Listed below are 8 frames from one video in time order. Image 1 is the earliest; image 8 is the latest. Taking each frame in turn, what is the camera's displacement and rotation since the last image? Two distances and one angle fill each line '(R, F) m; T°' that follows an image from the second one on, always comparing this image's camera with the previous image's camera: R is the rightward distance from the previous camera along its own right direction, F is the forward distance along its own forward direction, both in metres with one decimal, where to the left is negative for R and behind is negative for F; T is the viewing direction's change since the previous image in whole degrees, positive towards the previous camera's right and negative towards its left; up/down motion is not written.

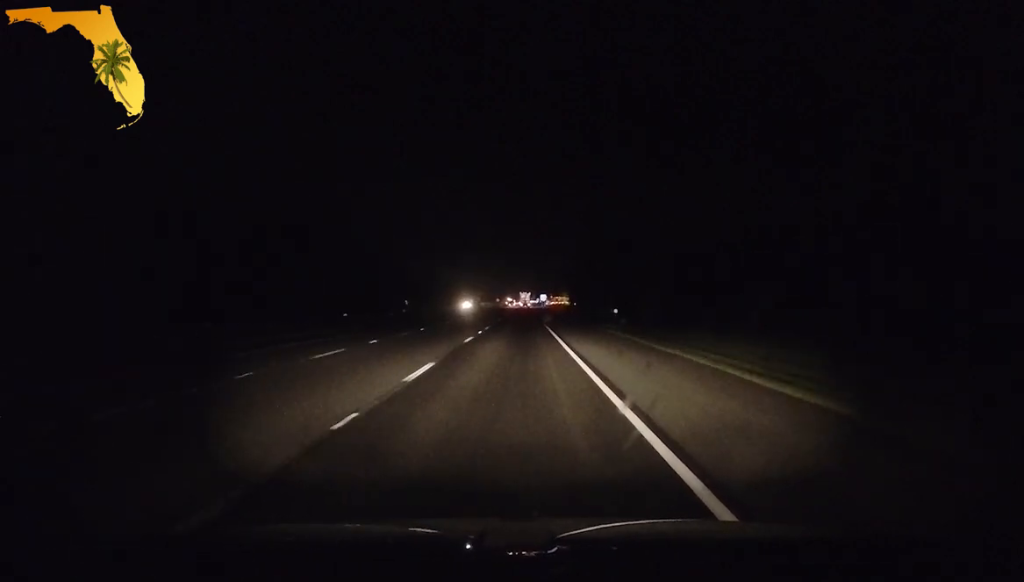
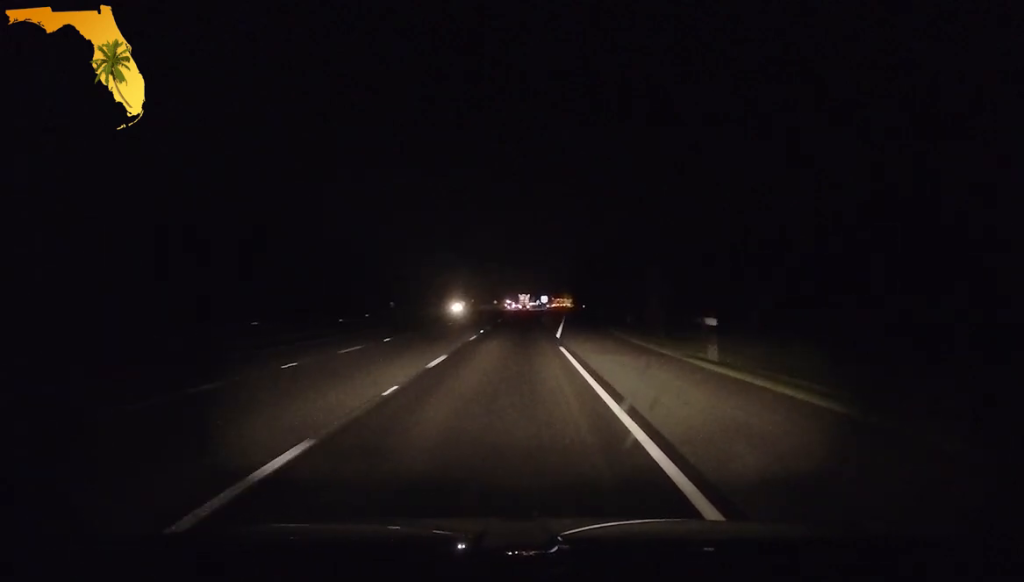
(0.0, +21.4) m; 0°
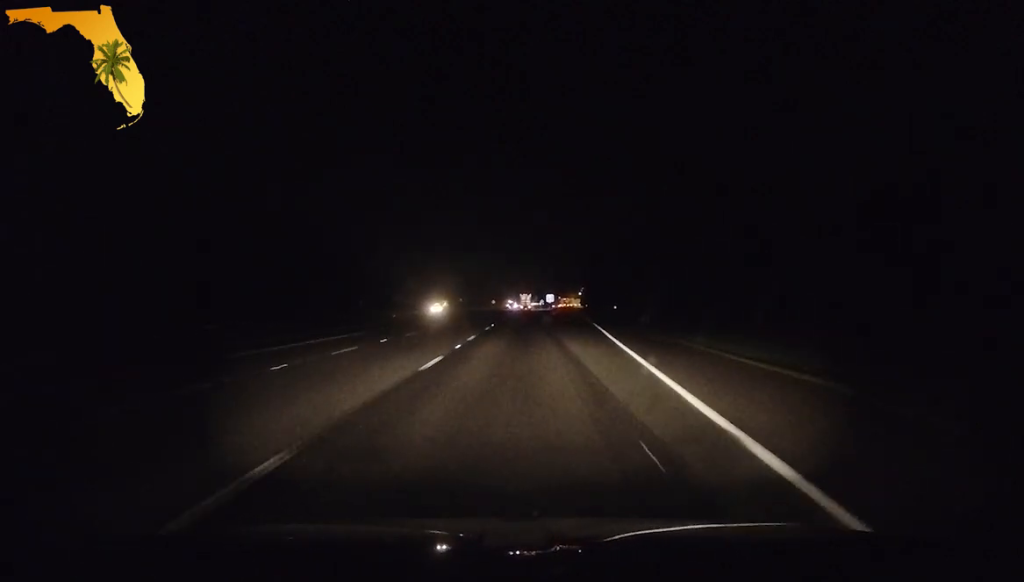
(0.0, +37.4) m; 0°
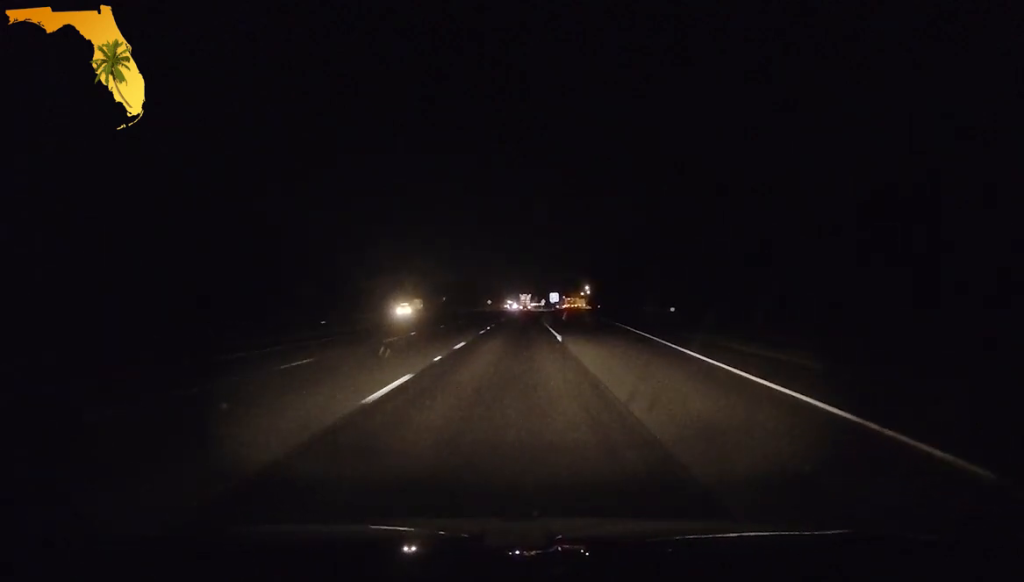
(0.0, +29.5) m; 0°
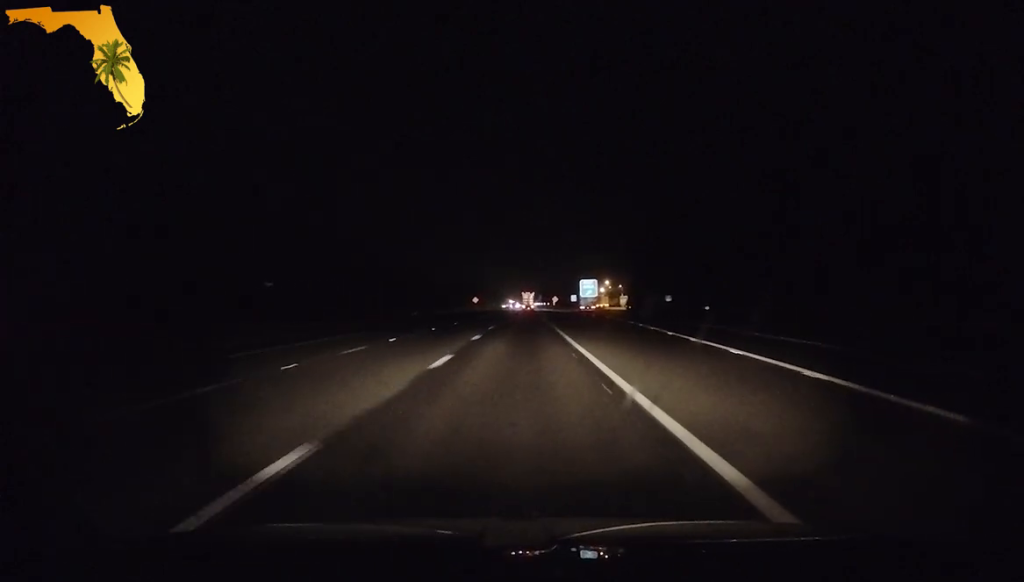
(0.0, +80.5) m; 0°
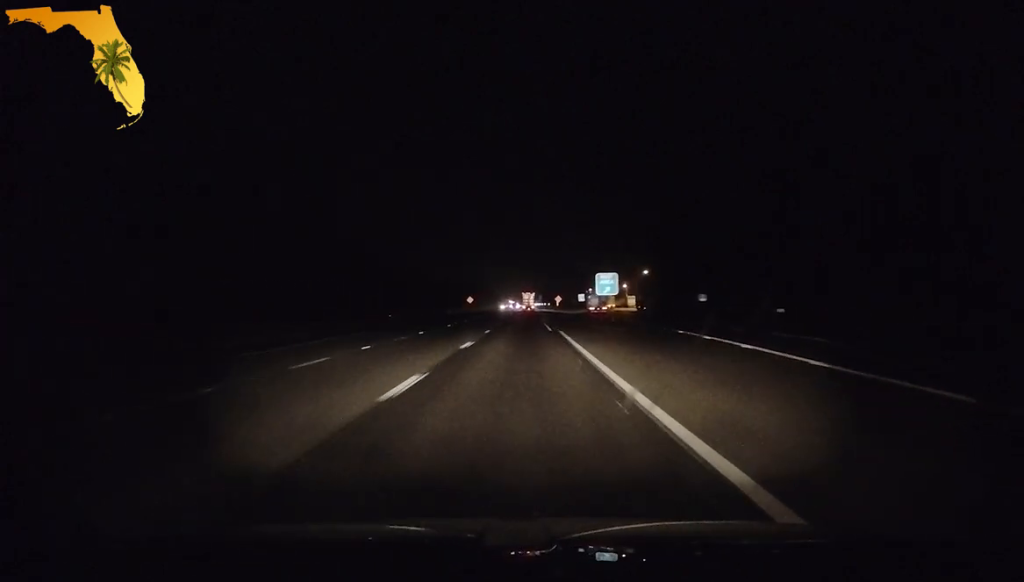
(0.0, +17.0) m; 0°
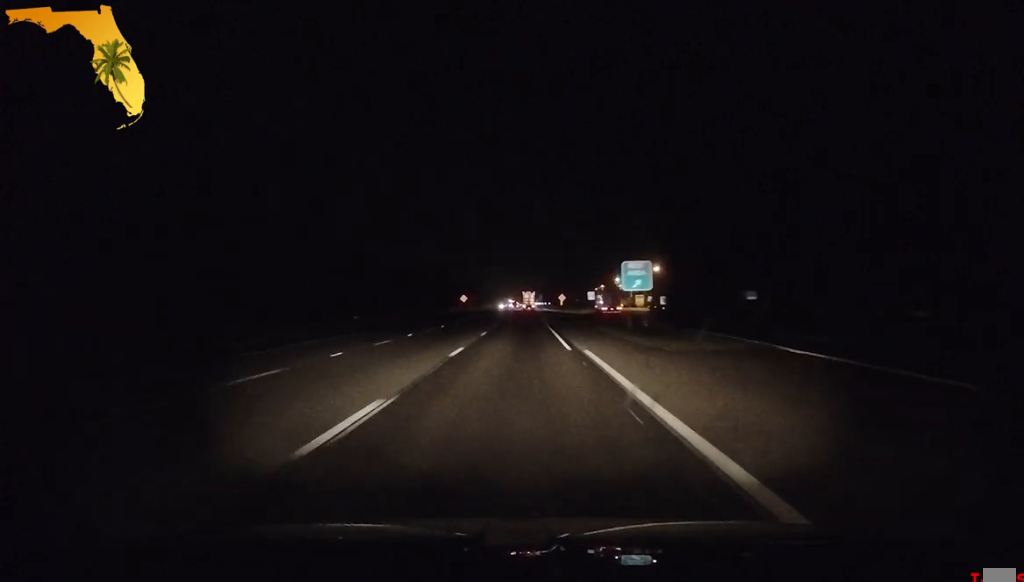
(0.0, +15.9) m; 0°
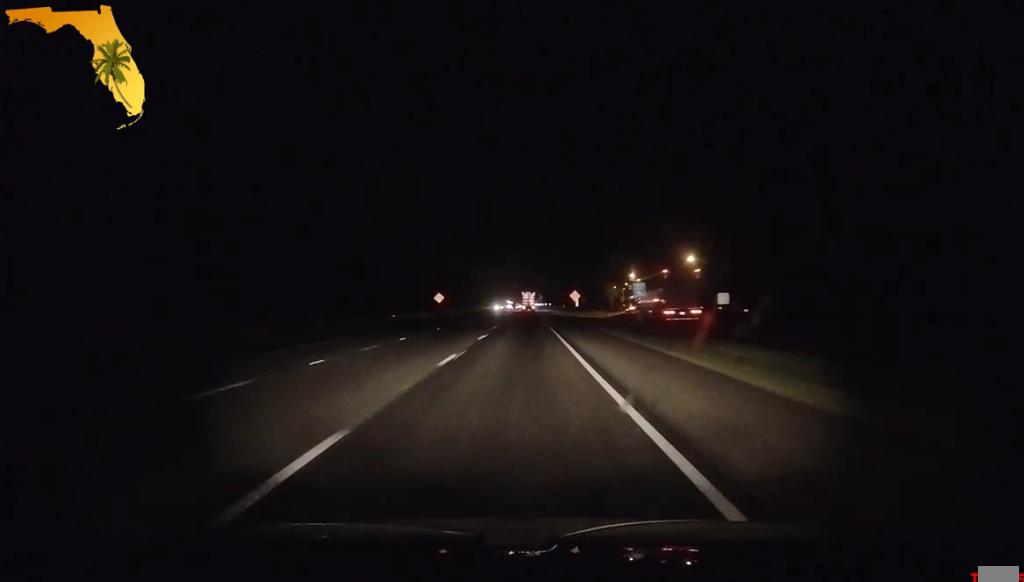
(+0.2, +38.6) m; +1°
